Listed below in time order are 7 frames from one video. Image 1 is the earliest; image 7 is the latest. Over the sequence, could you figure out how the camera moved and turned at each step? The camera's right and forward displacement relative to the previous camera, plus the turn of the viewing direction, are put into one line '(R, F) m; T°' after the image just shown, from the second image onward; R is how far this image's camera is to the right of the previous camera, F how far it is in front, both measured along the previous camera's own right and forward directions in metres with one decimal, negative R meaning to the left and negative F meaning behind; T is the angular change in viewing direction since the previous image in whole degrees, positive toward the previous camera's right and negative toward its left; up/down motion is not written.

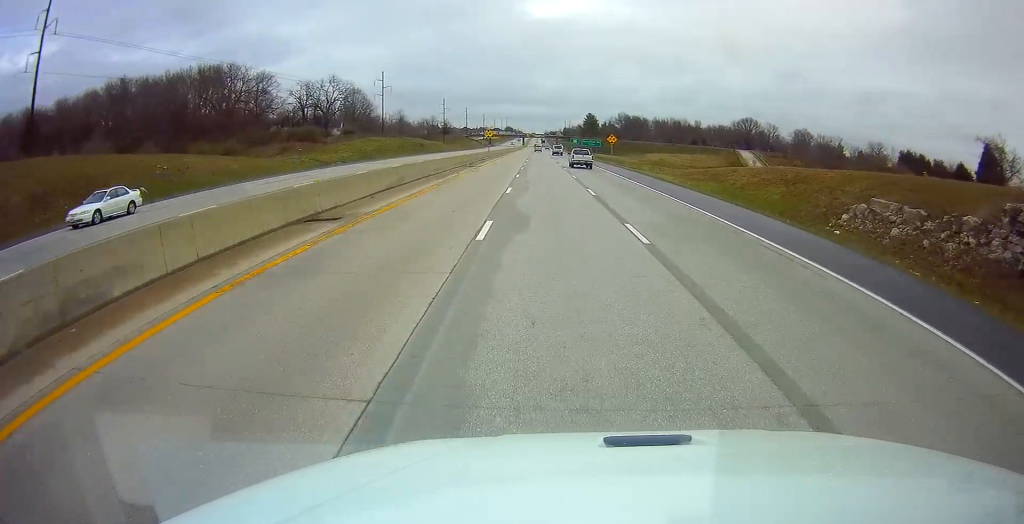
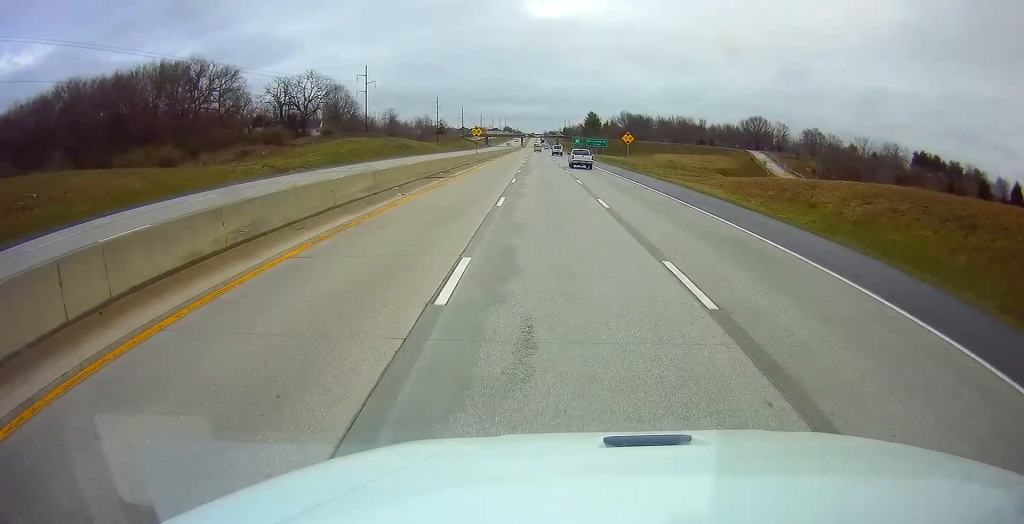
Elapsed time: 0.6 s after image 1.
(+0.2, +17.3) m; 0°
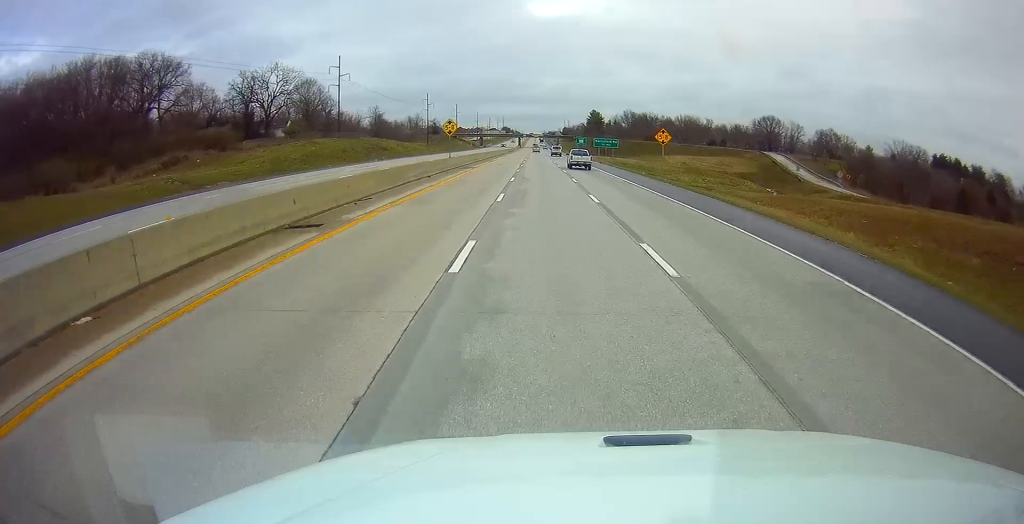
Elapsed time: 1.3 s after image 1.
(+0.4, +22.4) m; 0°
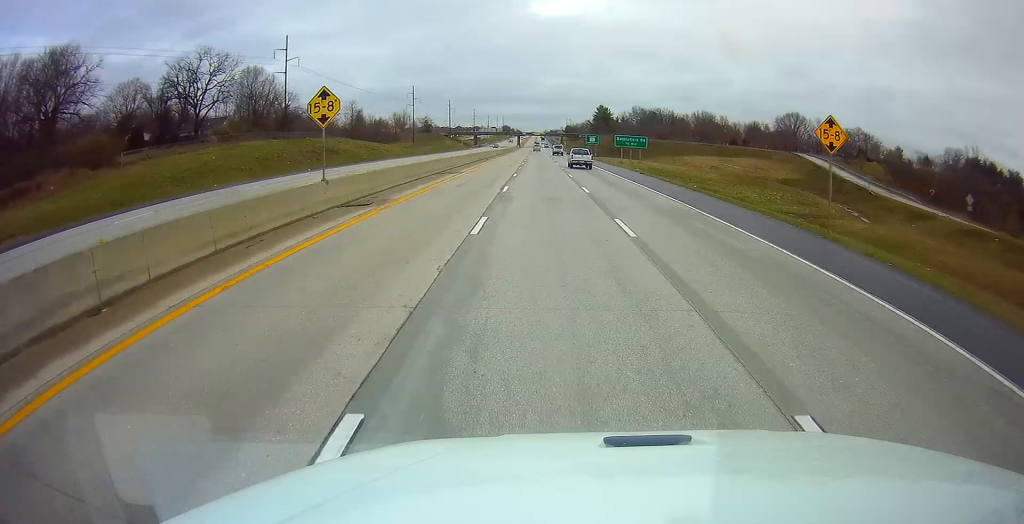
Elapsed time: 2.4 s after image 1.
(-0.7, +32.6) m; -1°
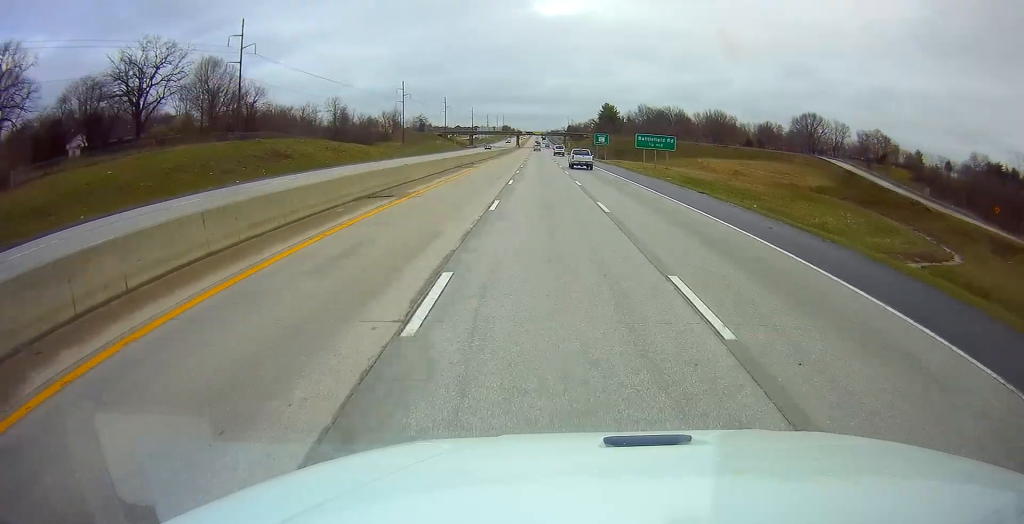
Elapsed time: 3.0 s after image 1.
(0.0, +19.3) m; 0°
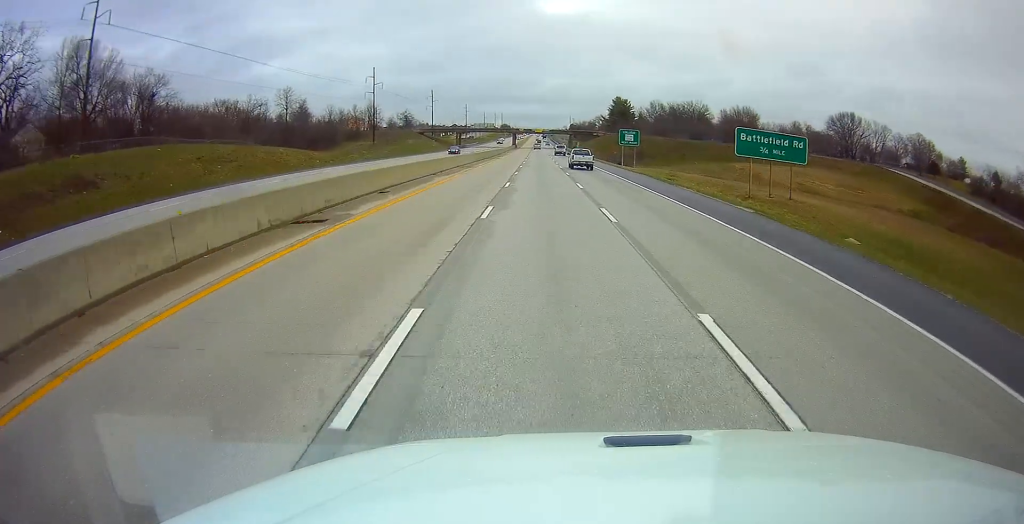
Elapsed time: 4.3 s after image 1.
(+0.1, +38.7) m; +1°
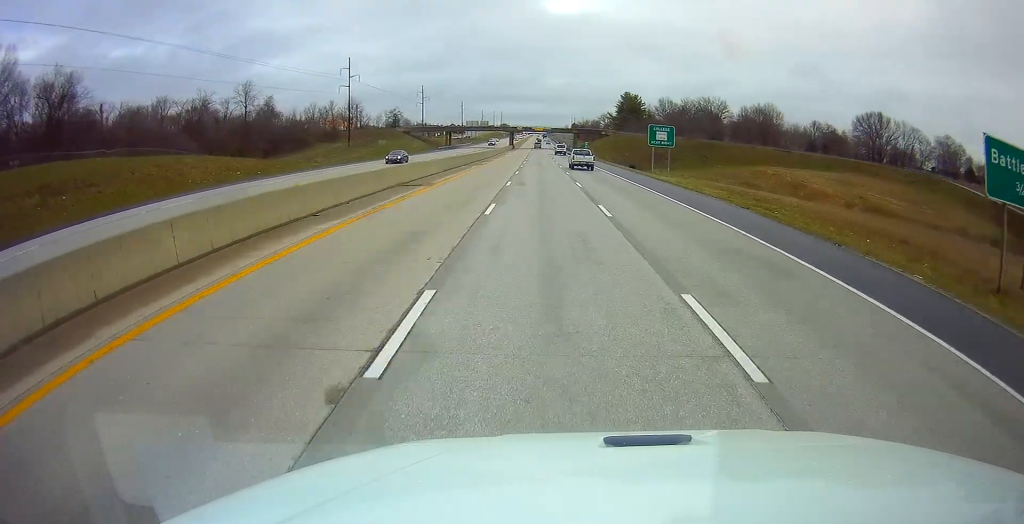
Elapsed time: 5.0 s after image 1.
(+0.5, +23.3) m; 0°
